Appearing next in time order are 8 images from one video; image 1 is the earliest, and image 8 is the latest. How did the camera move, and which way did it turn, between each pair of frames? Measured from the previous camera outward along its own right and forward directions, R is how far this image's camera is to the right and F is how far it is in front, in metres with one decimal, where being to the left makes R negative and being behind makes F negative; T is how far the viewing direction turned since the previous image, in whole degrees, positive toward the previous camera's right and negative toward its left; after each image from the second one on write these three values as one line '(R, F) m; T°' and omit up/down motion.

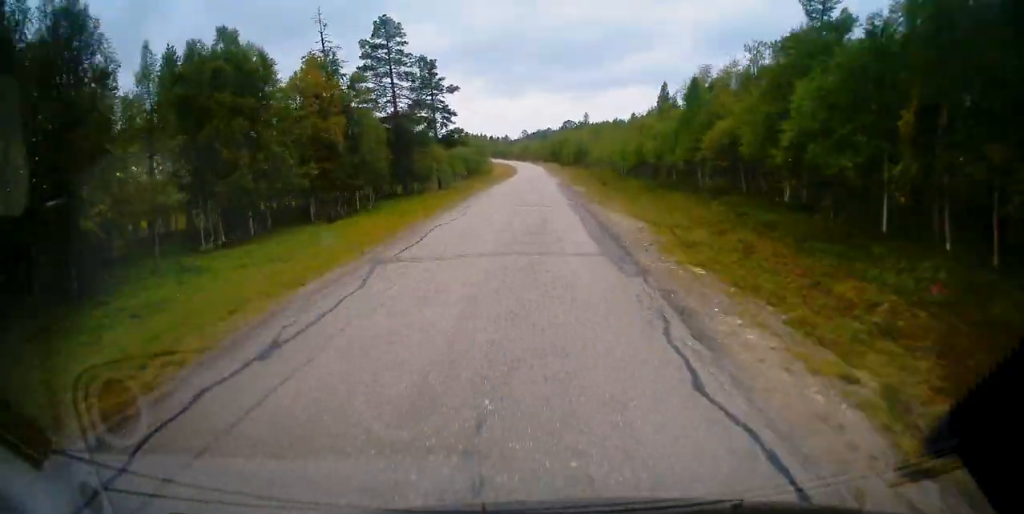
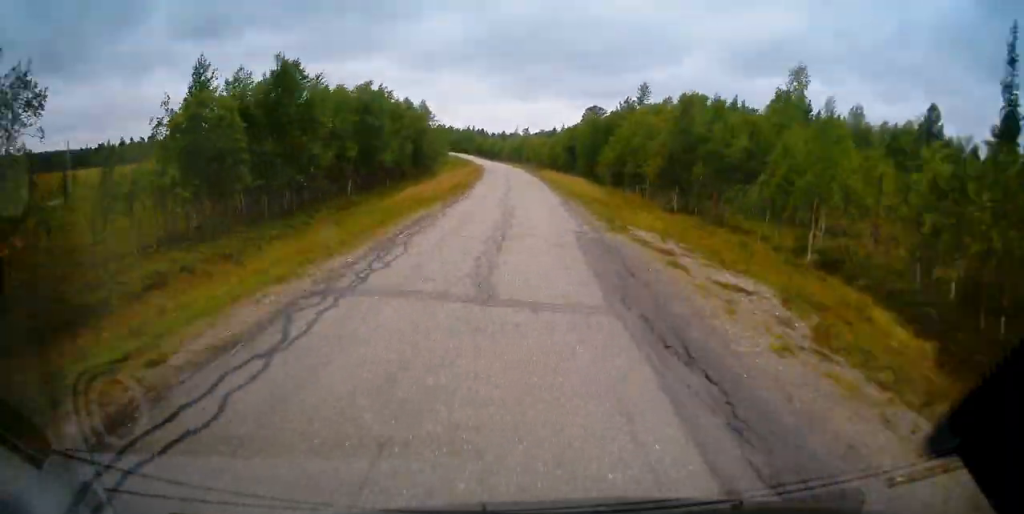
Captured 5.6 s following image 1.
(0.0, +88.9) m; -2°
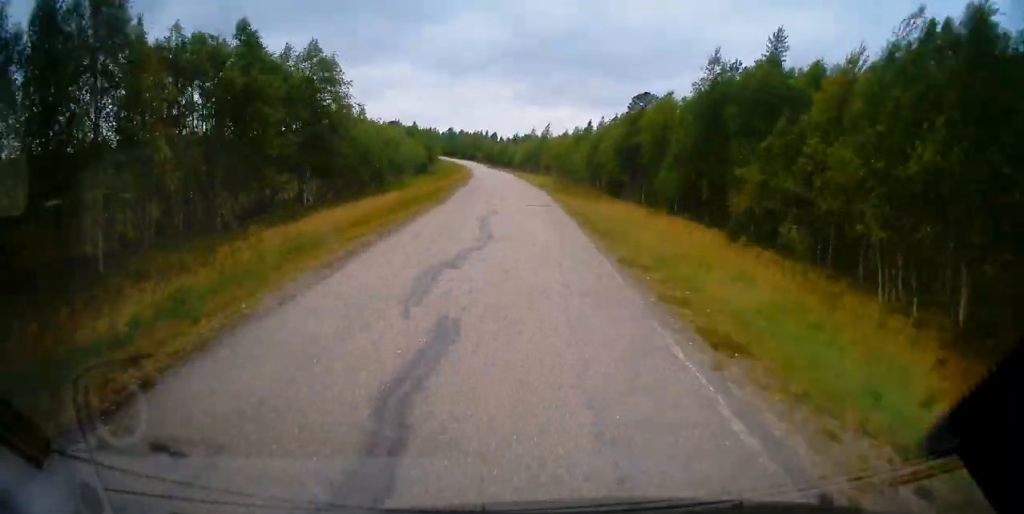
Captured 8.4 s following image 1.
(-1.2, +46.8) m; -3°
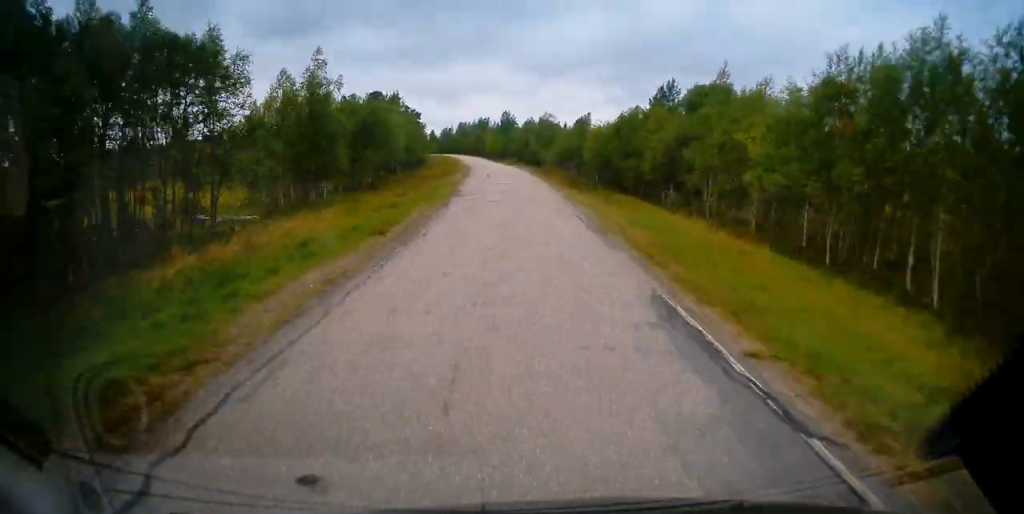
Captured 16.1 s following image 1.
(-7.6, +121.7) m; -7°
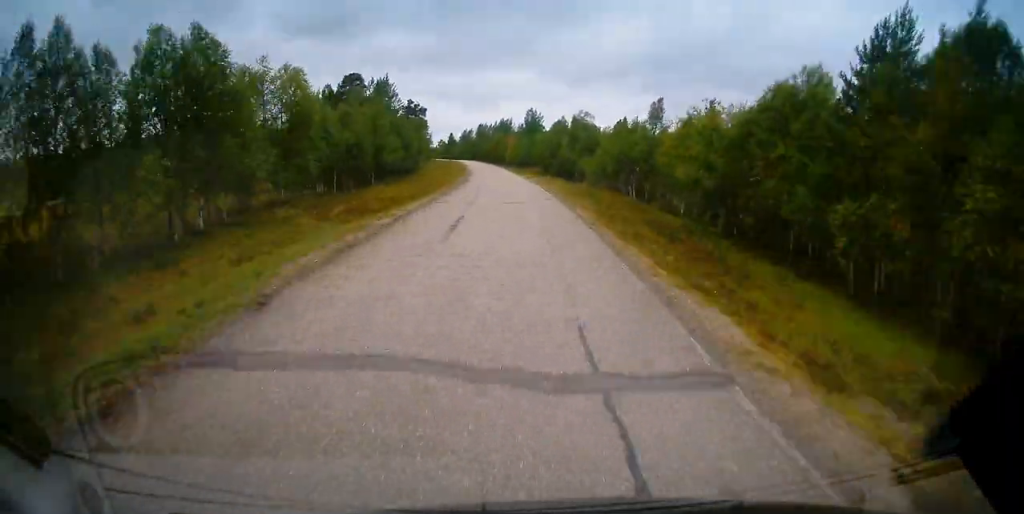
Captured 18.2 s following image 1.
(+0.1, +32.8) m; -2°
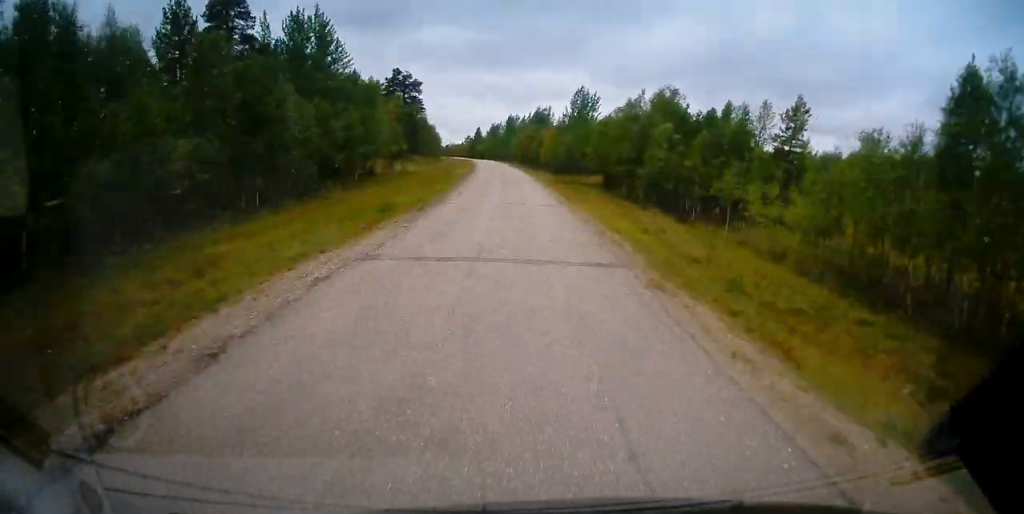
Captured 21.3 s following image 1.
(-1.9, +48.4) m; -3°
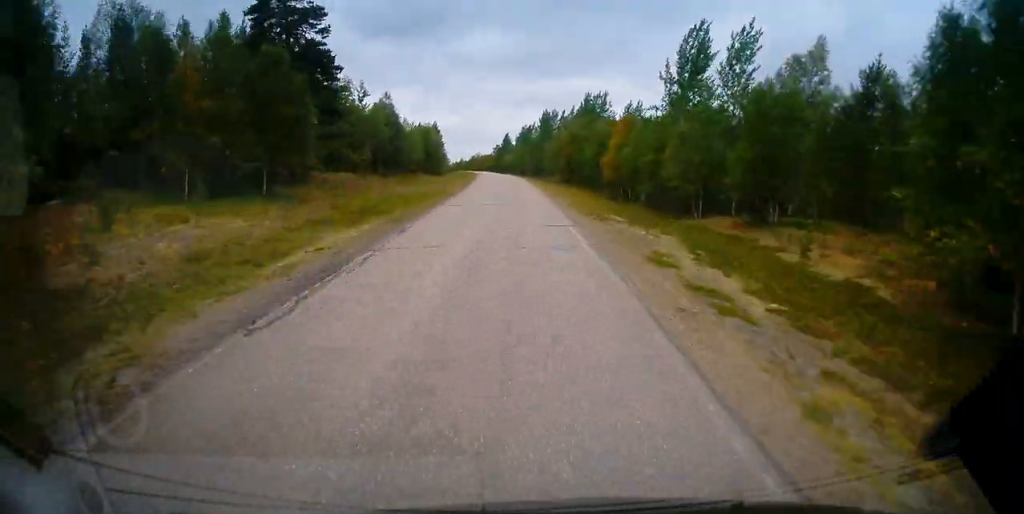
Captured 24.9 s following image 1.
(-1.9, +55.3) m; -3°
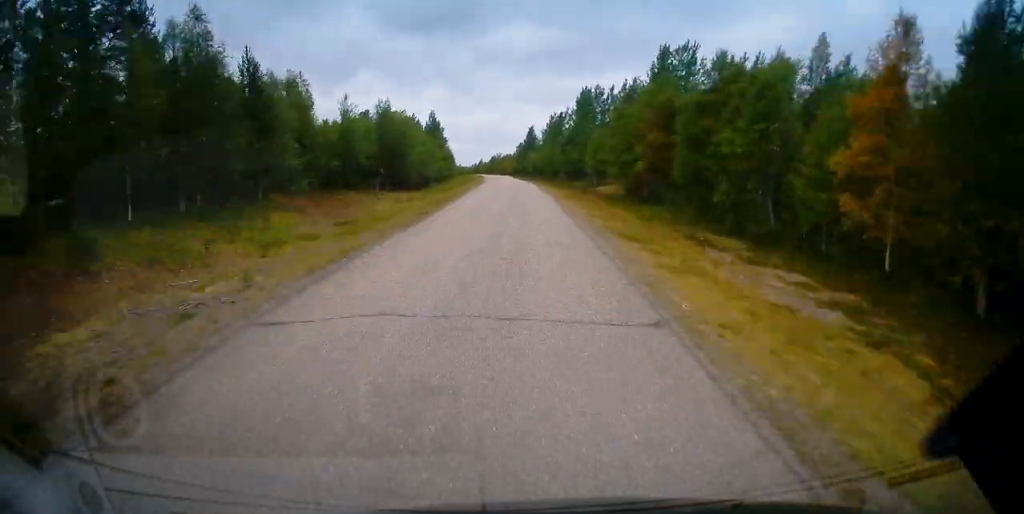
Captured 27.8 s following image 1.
(-0.5, +43.9) m; -2°
